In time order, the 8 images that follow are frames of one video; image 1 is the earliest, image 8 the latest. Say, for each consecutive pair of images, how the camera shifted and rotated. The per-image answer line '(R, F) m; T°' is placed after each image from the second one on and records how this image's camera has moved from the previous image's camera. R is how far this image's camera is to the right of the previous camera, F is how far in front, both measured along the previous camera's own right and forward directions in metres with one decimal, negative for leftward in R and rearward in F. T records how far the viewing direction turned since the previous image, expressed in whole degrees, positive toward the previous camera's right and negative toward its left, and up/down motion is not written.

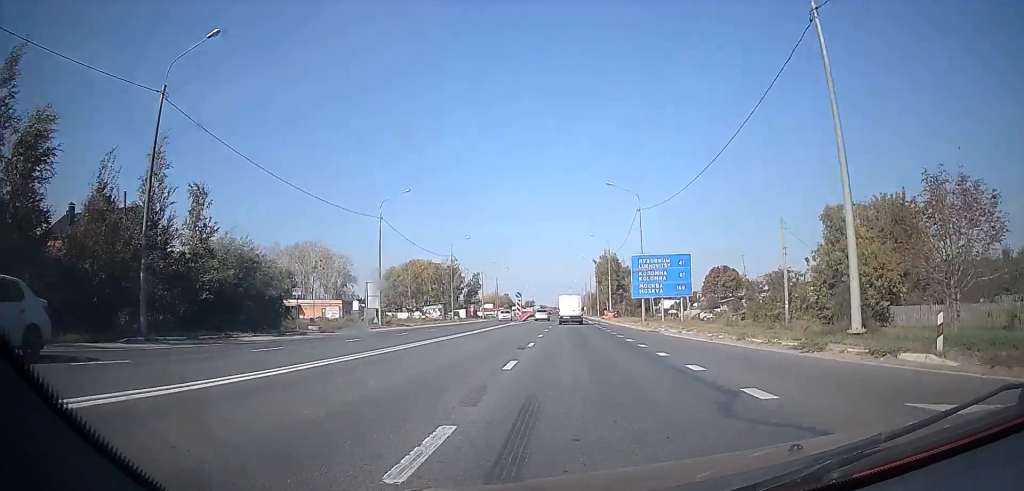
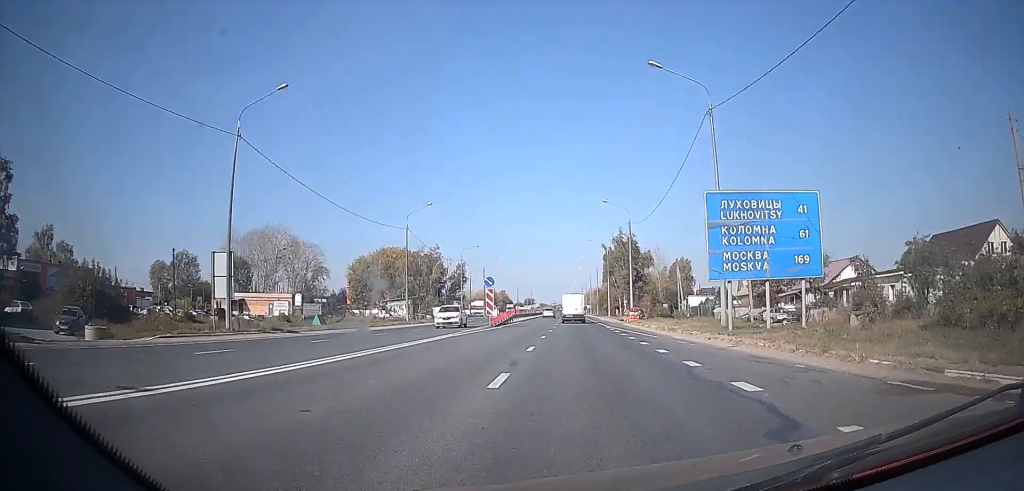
(-0.8, +28.5) m; +1°
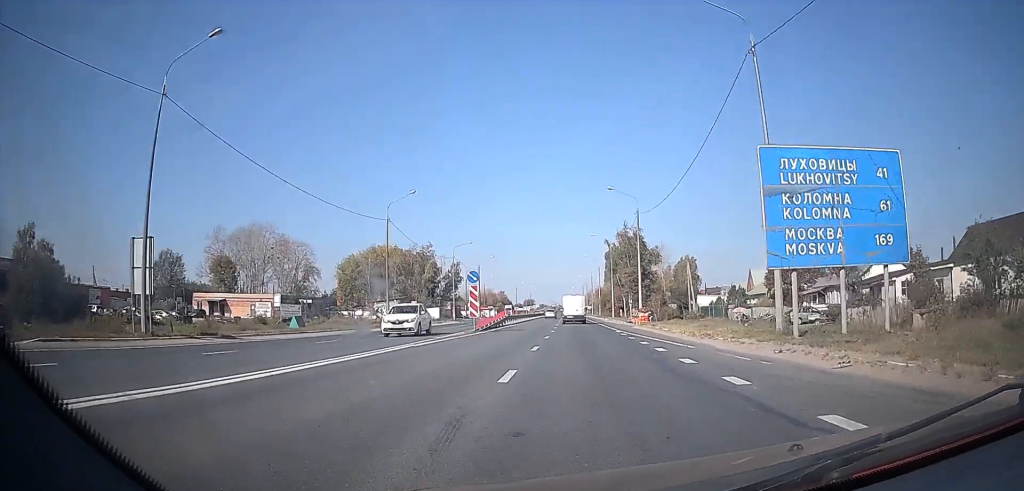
(-0.1, +7.6) m; +1°
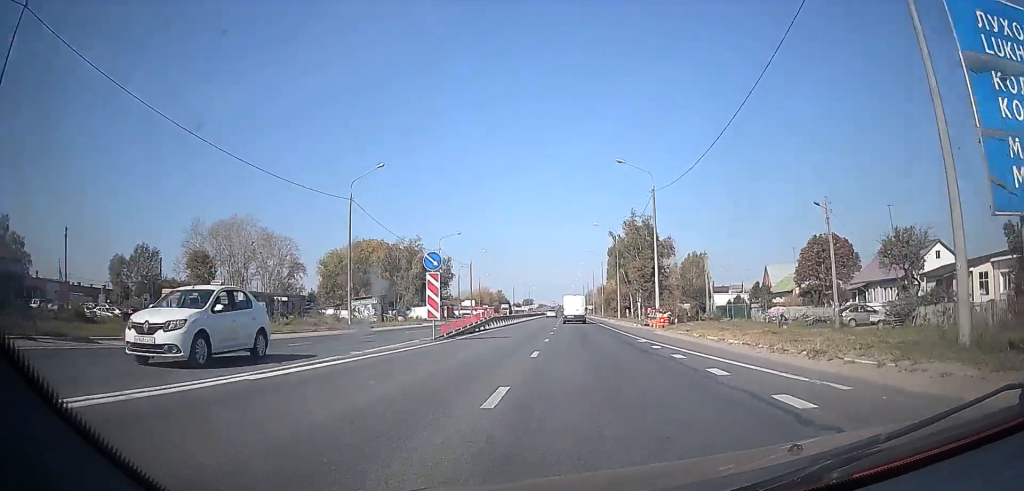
(+0.4, +10.7) m; 0°
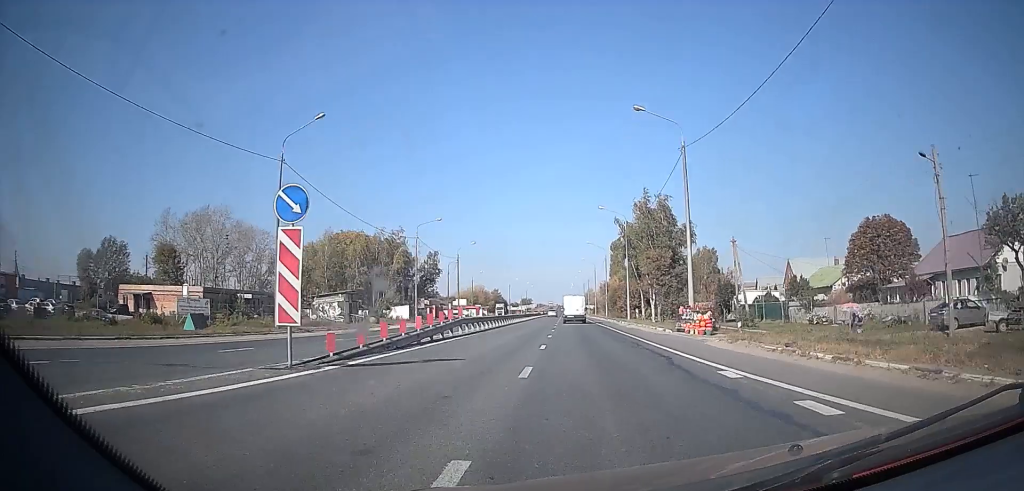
(-0.2, +13.0) m; -2°
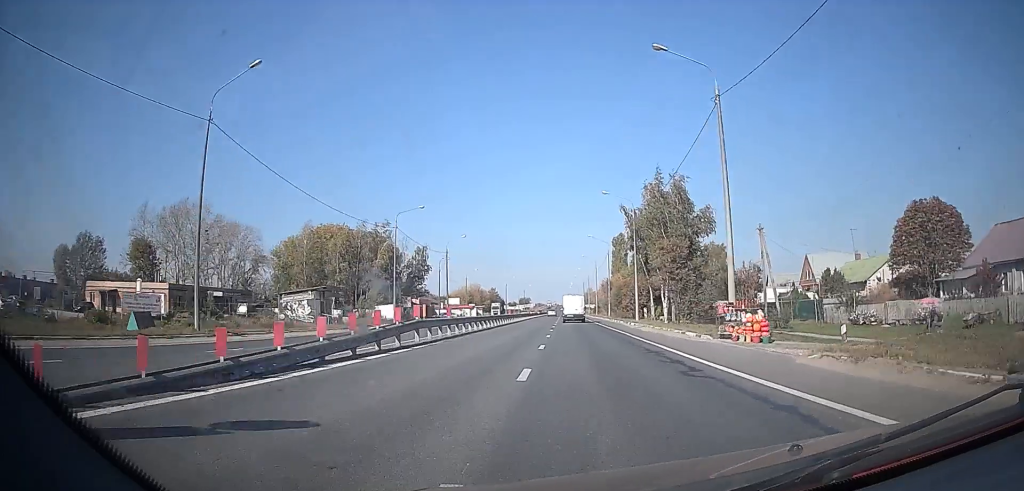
(-0.1, +8.8) m; -1°
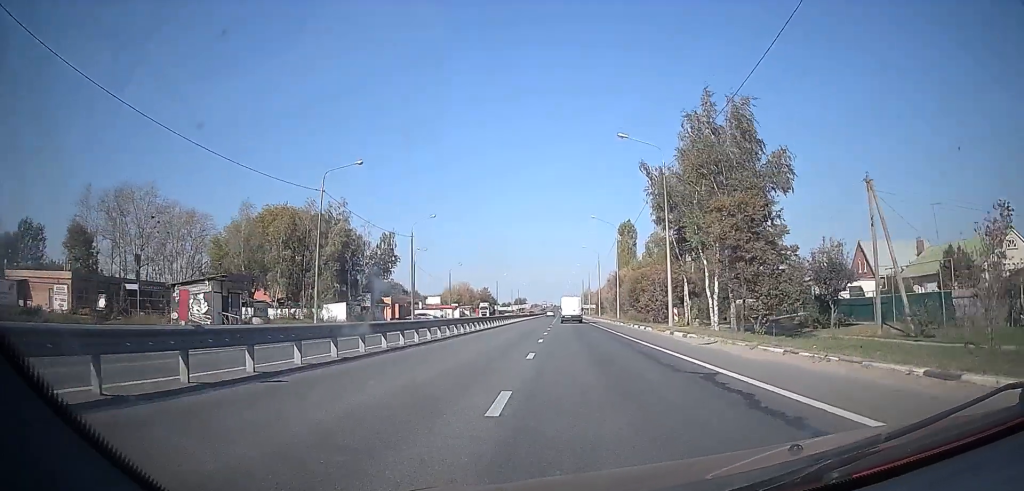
(0.0, +19.9) m; +2°
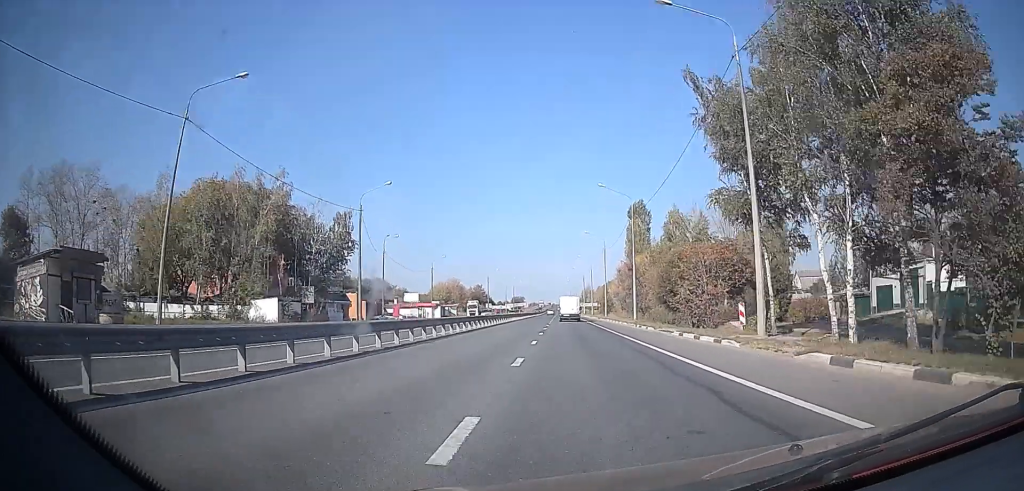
(+0.6, +18.3) m; +1°
